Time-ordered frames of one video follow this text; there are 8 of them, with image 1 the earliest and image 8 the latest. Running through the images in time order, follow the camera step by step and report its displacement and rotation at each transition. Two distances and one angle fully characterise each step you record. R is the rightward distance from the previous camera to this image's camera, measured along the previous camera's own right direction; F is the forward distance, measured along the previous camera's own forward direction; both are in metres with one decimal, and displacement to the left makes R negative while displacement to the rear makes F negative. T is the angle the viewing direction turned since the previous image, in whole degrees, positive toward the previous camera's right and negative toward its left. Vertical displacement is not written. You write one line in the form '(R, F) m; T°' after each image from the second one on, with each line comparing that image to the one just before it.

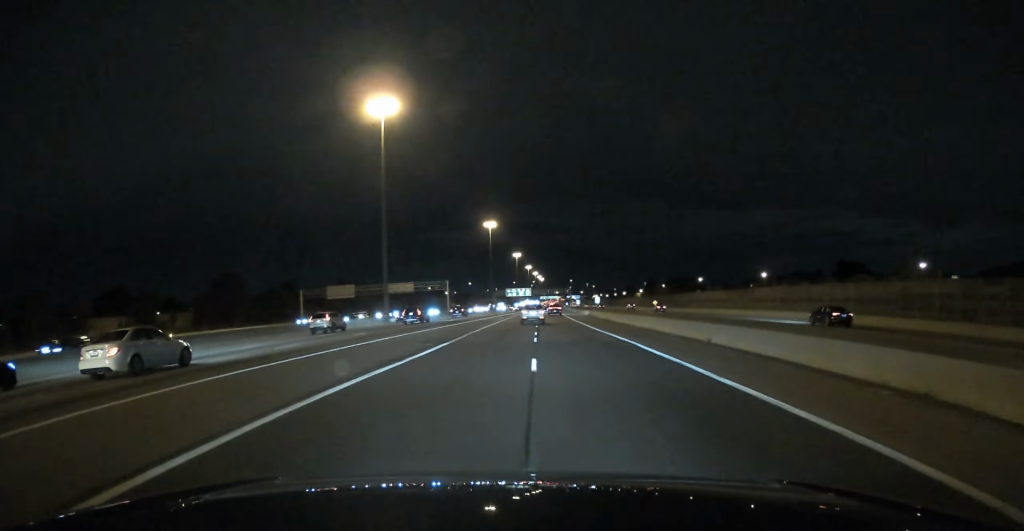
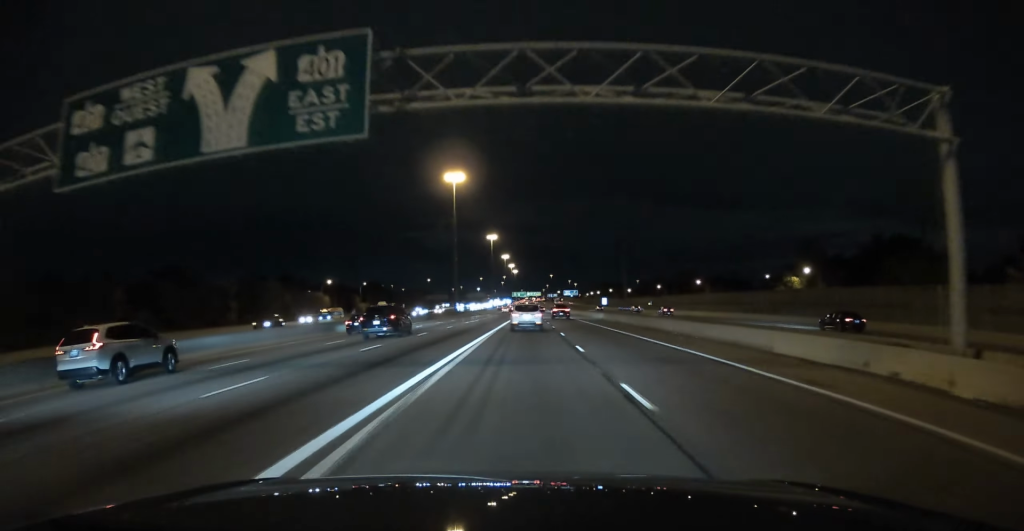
(+4.3, +315.4) m; +2°
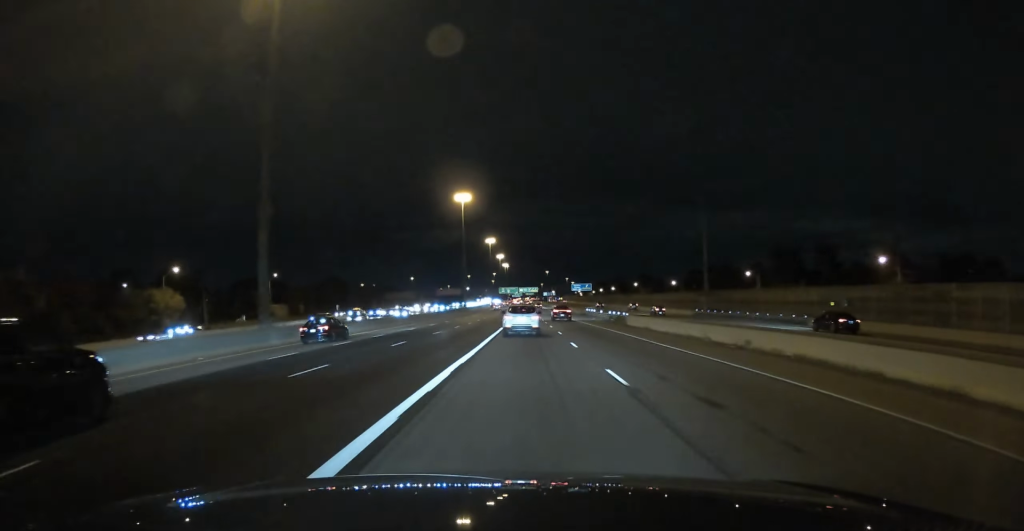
(+0.8, +114.1) m; +1°
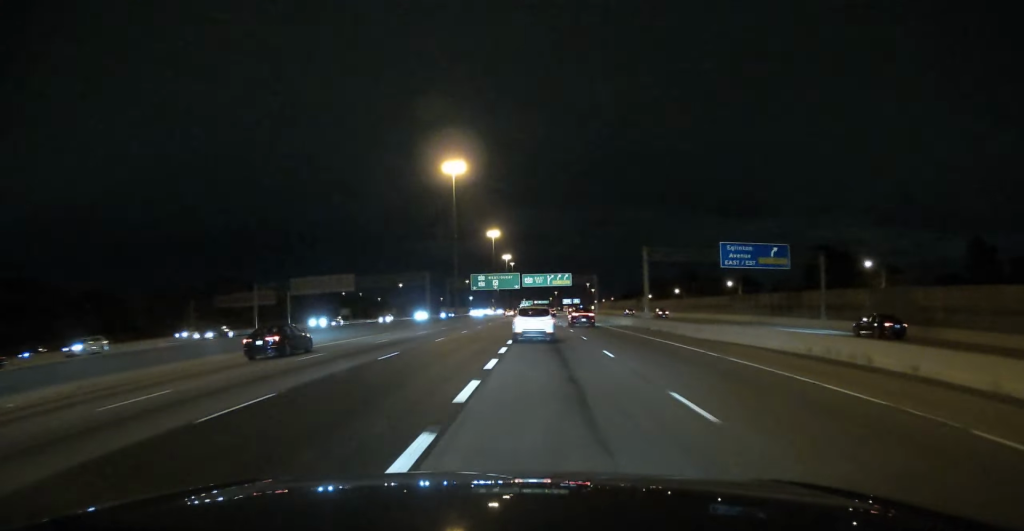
(+1.2, +188.4) m; +1°
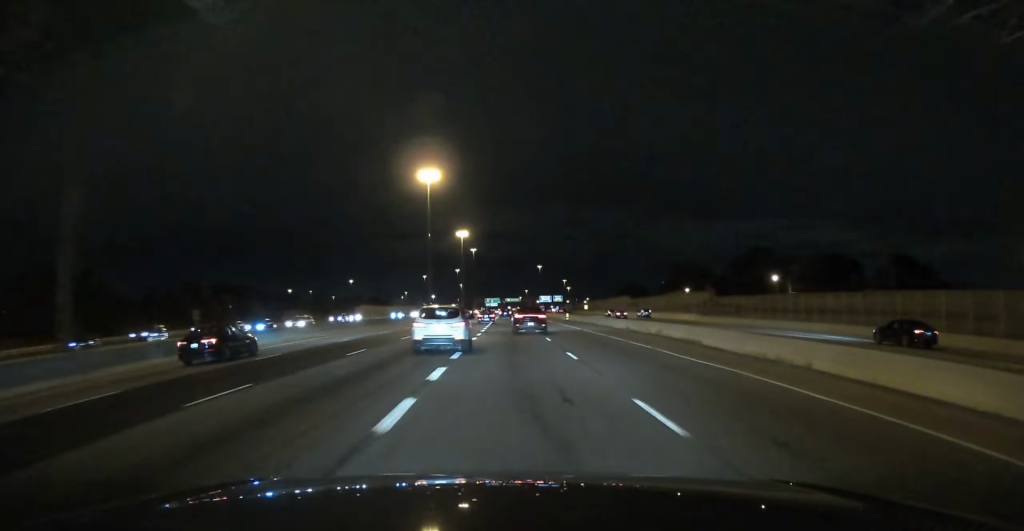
(+0.4, +107.1) m; 0°
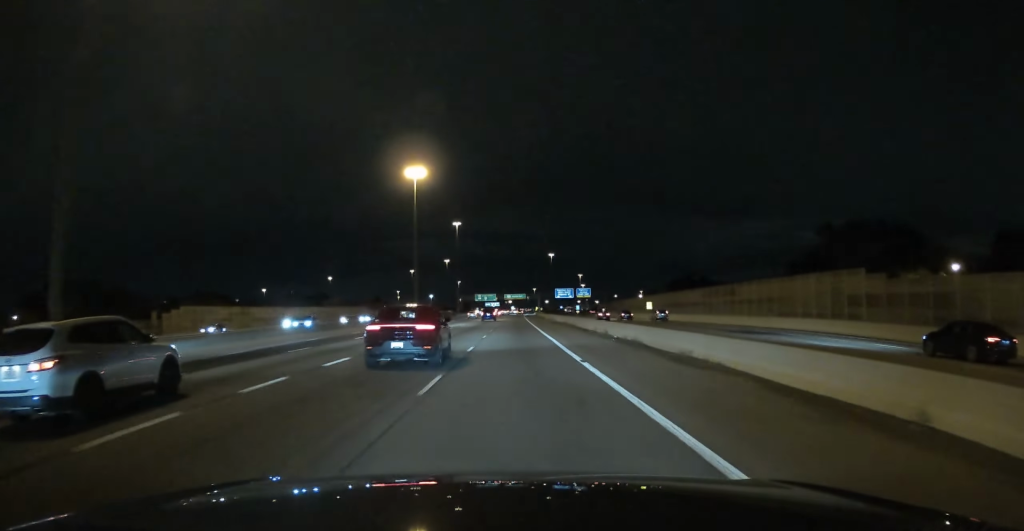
(+0.5, +106.5) m; 0°
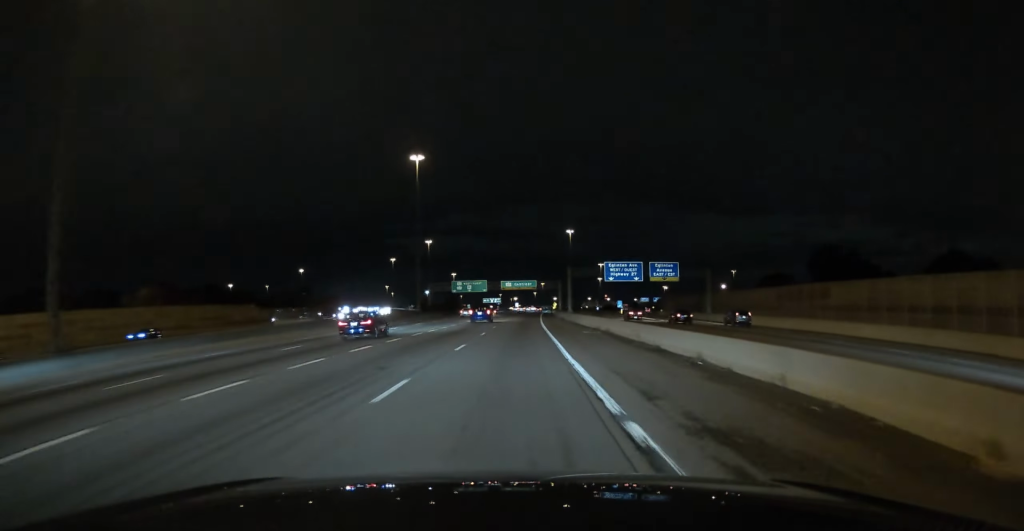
(+0.1, +115.6) m; 0°
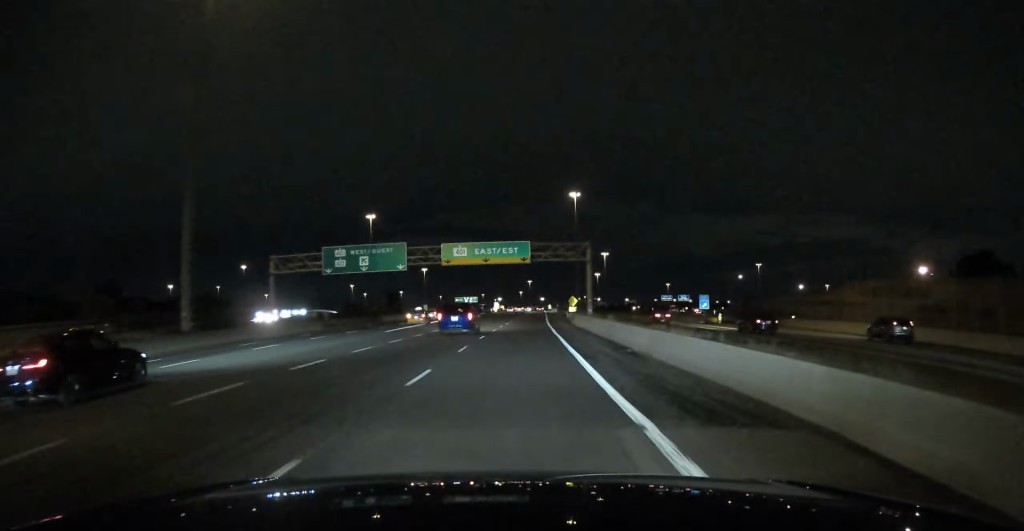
(-0.1, +104.1) m; 0°
